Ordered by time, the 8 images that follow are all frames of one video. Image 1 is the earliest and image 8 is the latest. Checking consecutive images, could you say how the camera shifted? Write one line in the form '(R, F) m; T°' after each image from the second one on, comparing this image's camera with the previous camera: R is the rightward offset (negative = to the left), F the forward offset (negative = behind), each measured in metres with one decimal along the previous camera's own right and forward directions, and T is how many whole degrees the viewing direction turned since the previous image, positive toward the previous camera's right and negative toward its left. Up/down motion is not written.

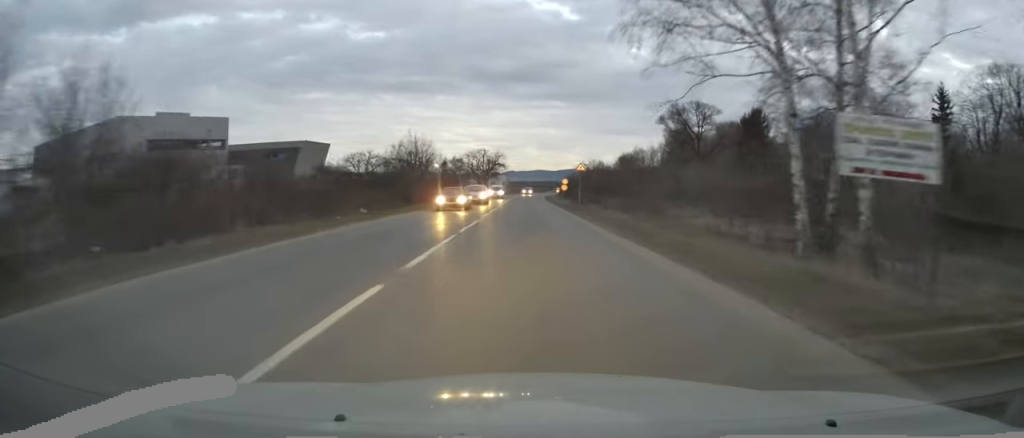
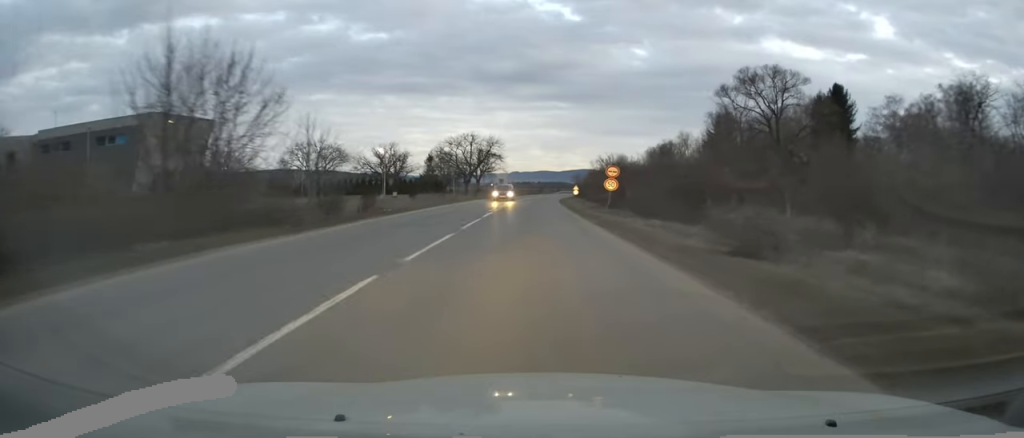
(-0.2, +38.2) m; -1°
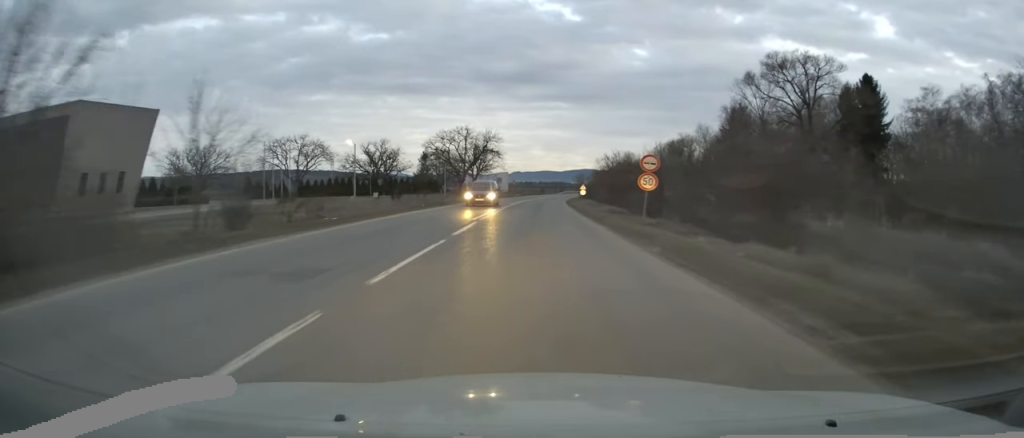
(0.0, +10.1) m; 0°
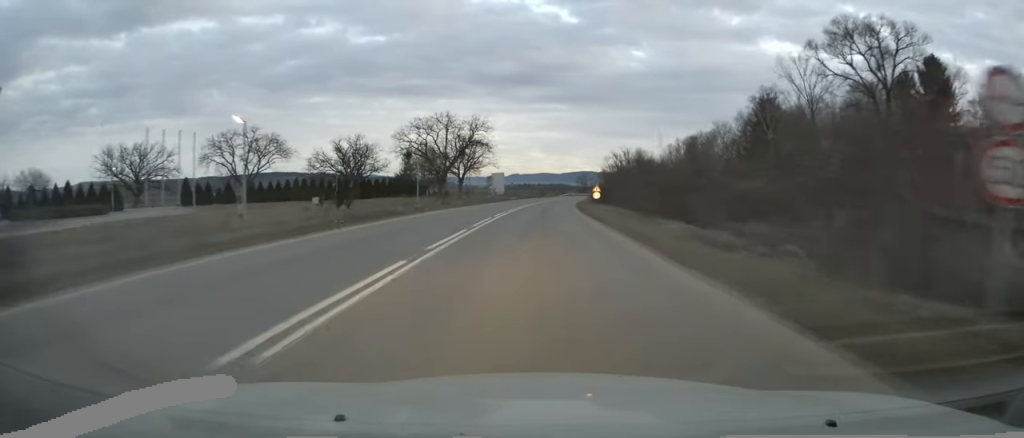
(0.0, +18.4) m; 0°
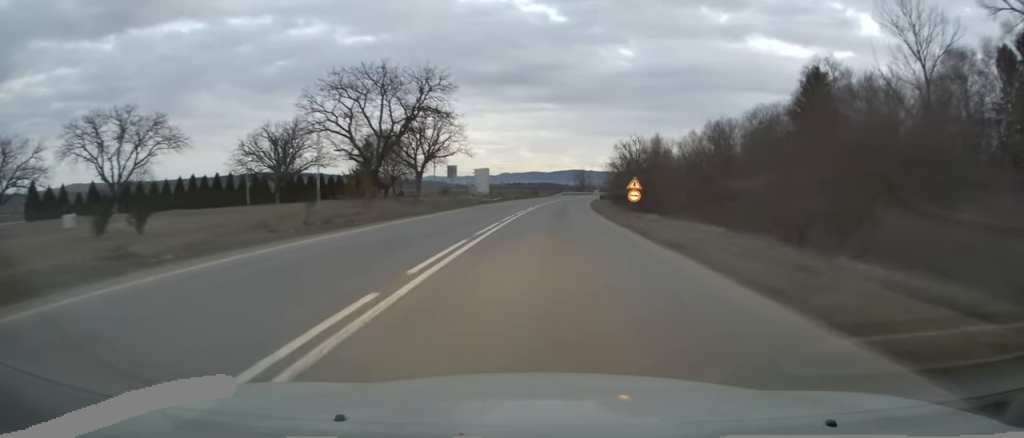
(+0.3, +27.2) m; +1°
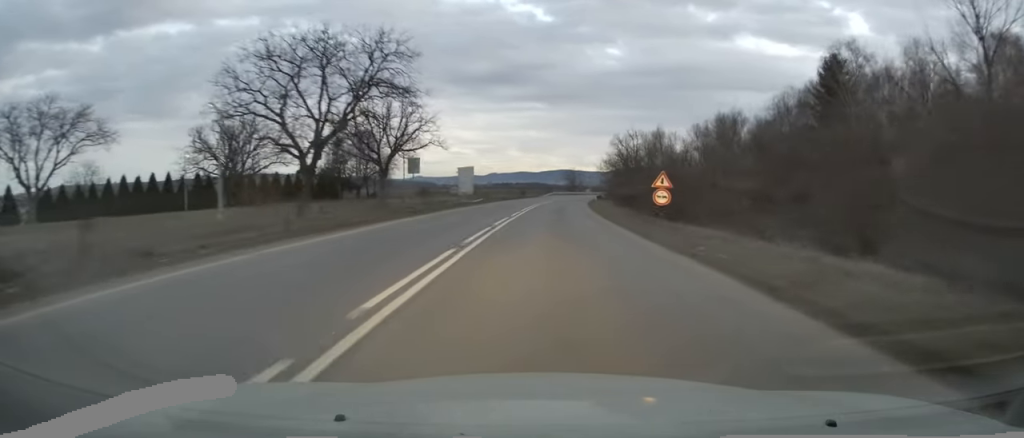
(-0.1, +10.4) m; +1°
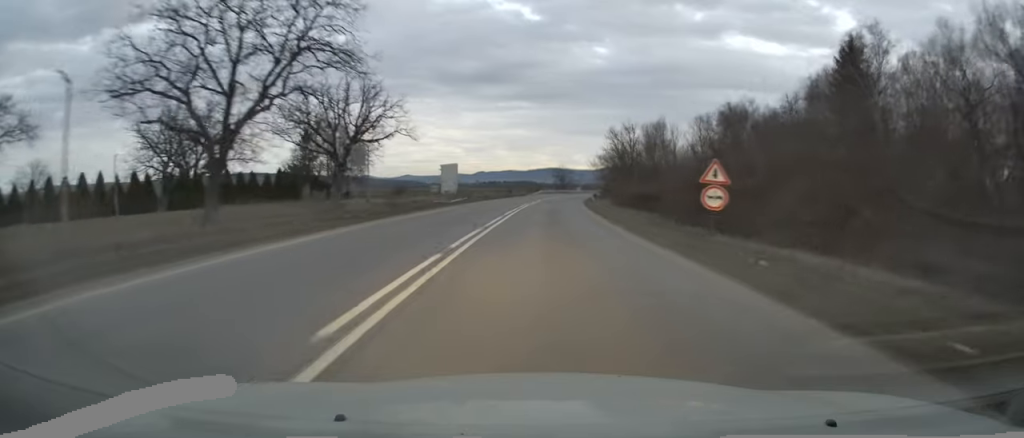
(+0.2, +8.9) m; +1°
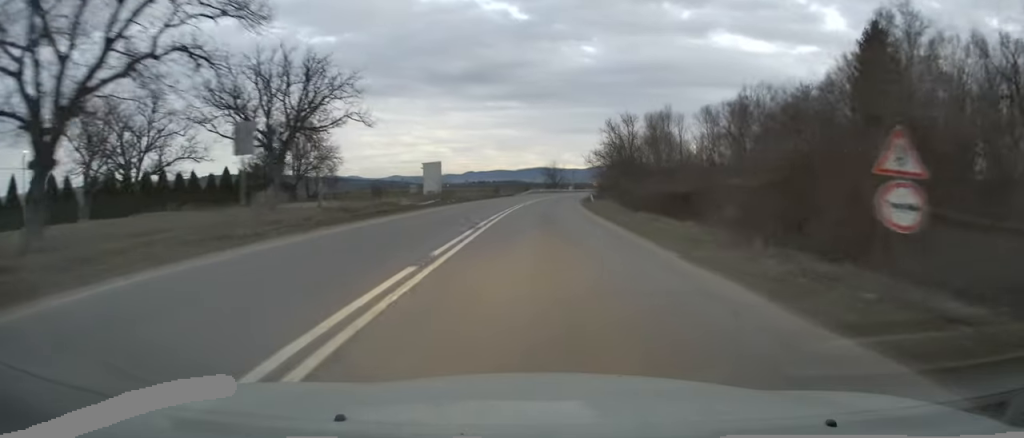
(+0.1, +9.4) m; +1°
